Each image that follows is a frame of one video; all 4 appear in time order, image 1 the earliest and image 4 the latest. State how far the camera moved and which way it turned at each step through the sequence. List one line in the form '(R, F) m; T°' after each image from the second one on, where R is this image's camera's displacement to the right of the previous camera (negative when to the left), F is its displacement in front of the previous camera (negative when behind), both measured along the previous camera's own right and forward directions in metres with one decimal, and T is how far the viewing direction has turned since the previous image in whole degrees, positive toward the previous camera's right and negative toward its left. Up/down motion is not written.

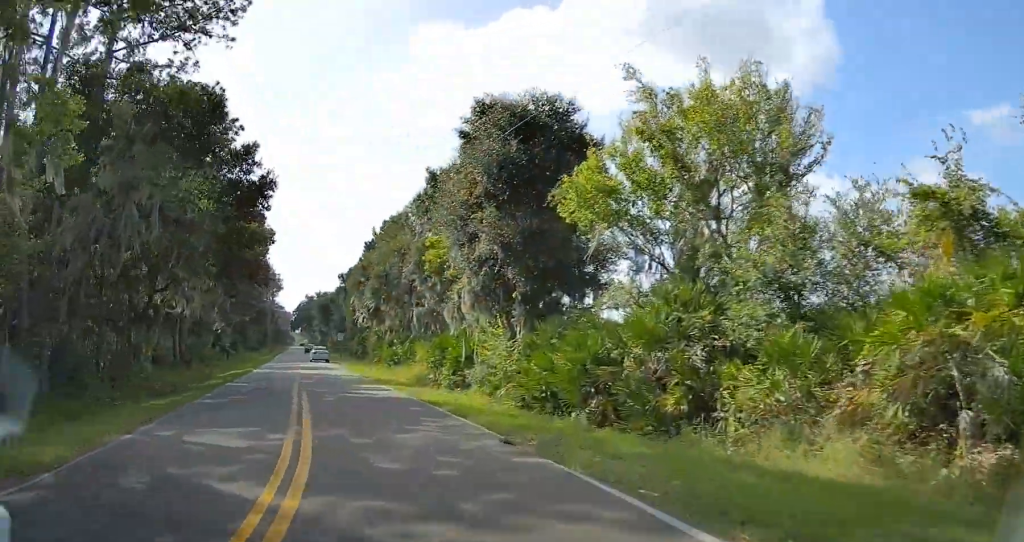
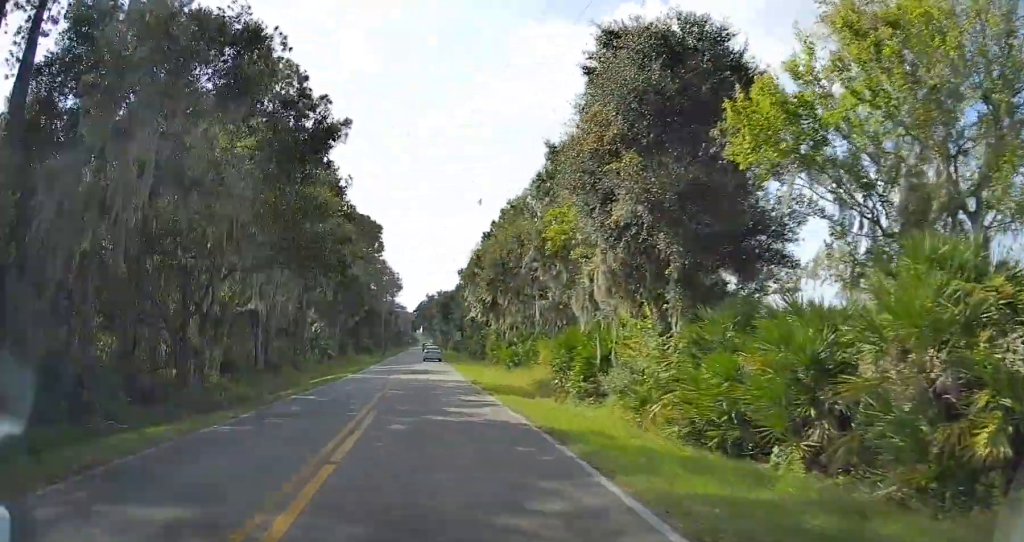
(-0.1, +5.0) m; -6°
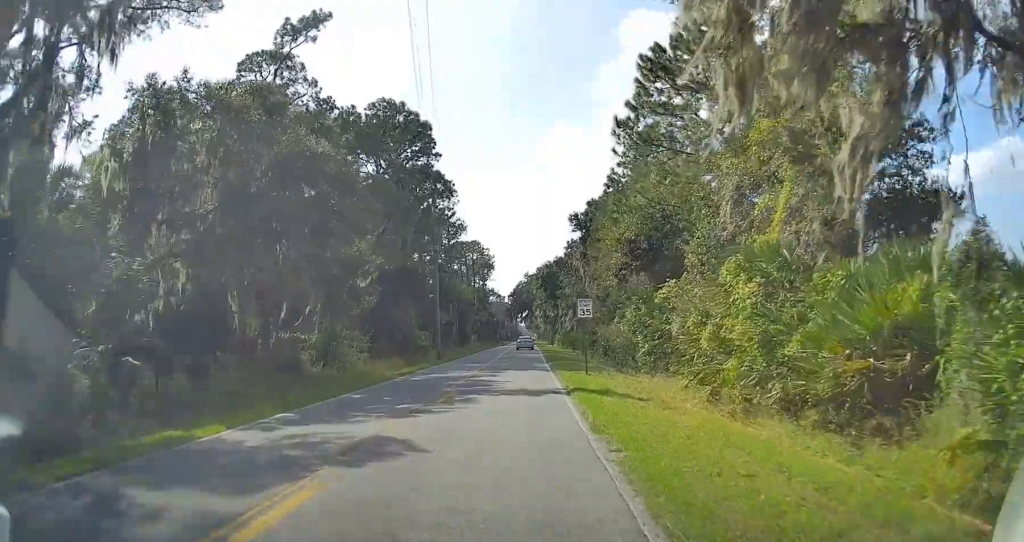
(-11.9, +31.3) m; -34°
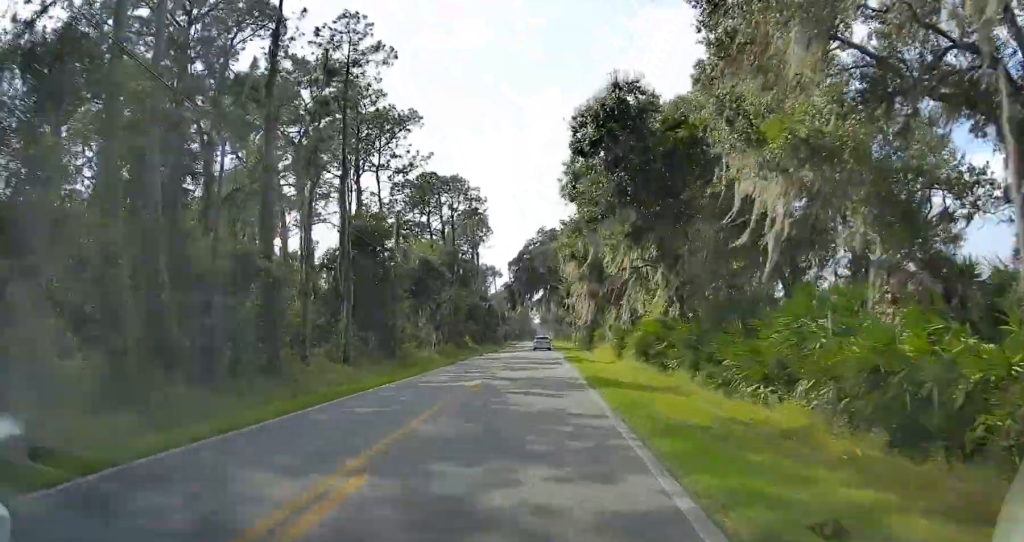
(-7.5, +57.0) m; -5°
